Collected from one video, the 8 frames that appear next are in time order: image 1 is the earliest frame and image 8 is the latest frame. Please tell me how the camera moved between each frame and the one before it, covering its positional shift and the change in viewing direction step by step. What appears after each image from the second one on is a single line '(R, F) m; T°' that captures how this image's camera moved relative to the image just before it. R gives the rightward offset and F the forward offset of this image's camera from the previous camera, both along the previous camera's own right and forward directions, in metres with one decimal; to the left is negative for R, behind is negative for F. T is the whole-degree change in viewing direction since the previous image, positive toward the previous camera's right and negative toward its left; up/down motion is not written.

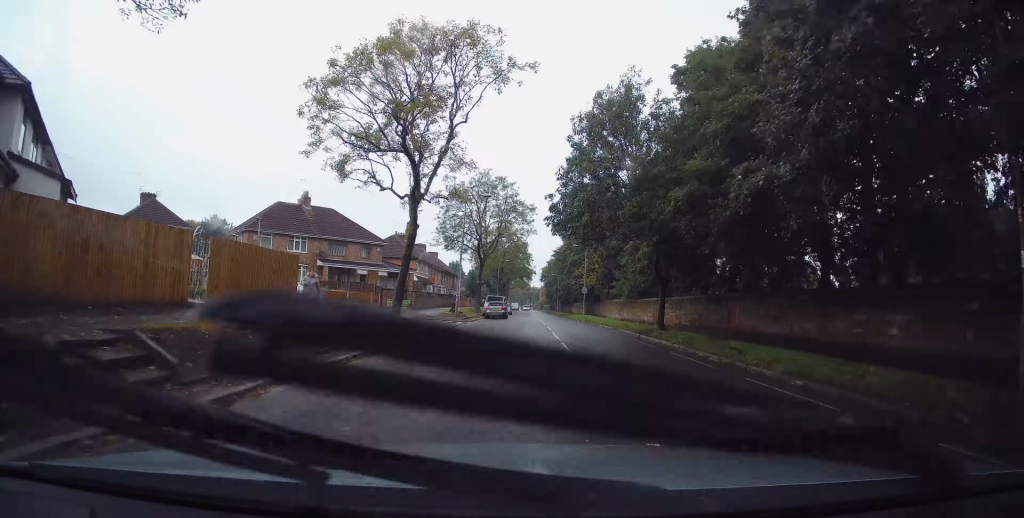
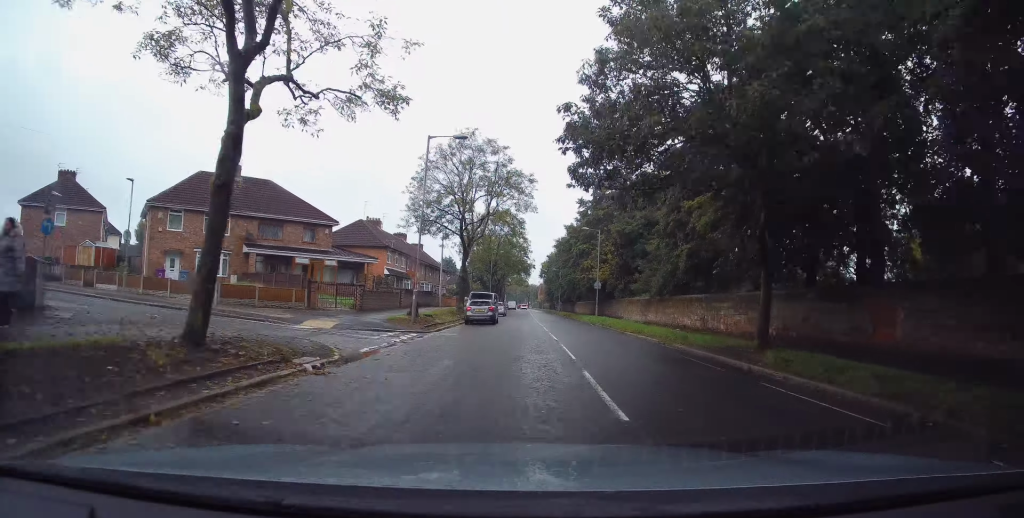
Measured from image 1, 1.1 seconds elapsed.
(0.0, +13.1) m; 0°
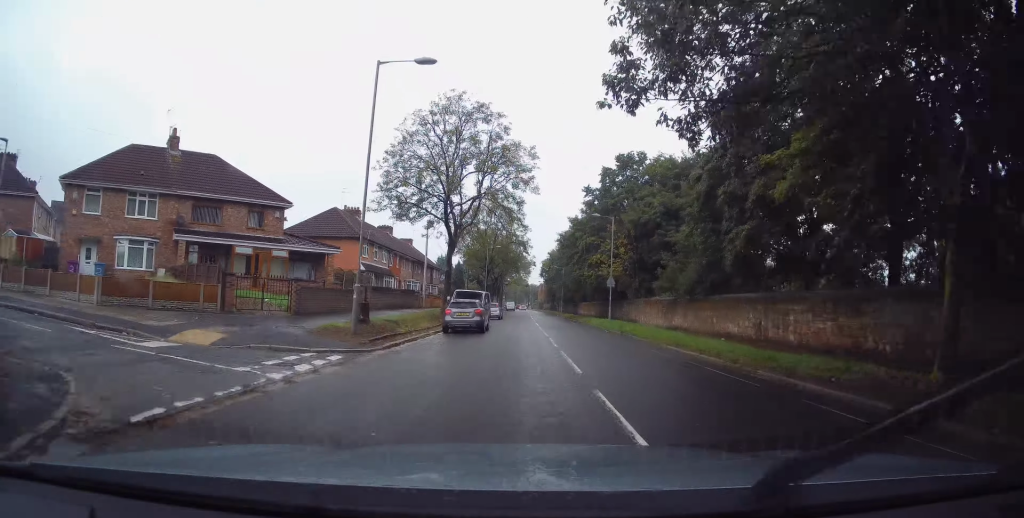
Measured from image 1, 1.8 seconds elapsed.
(0.0, +8.0) m; 0°
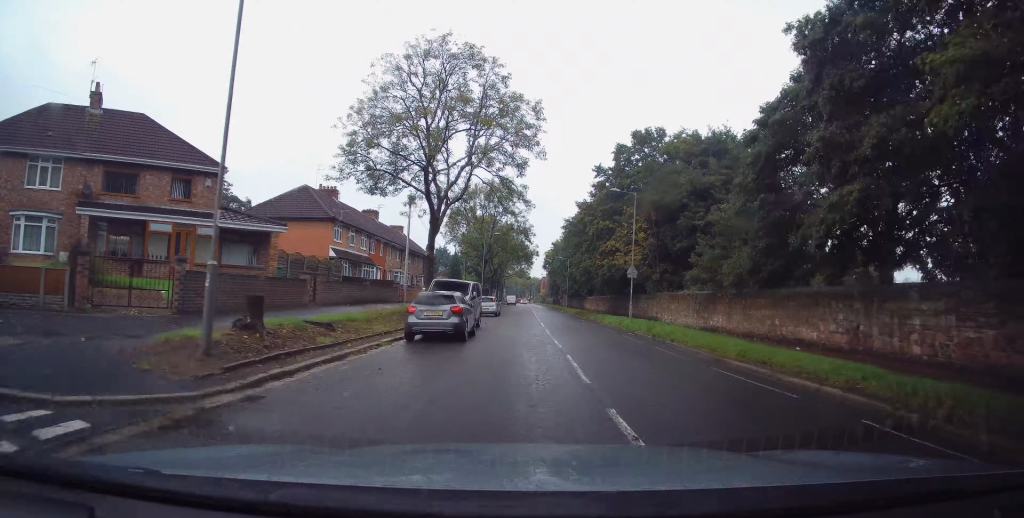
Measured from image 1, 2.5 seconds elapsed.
(0.0, +7.6) m; -1°
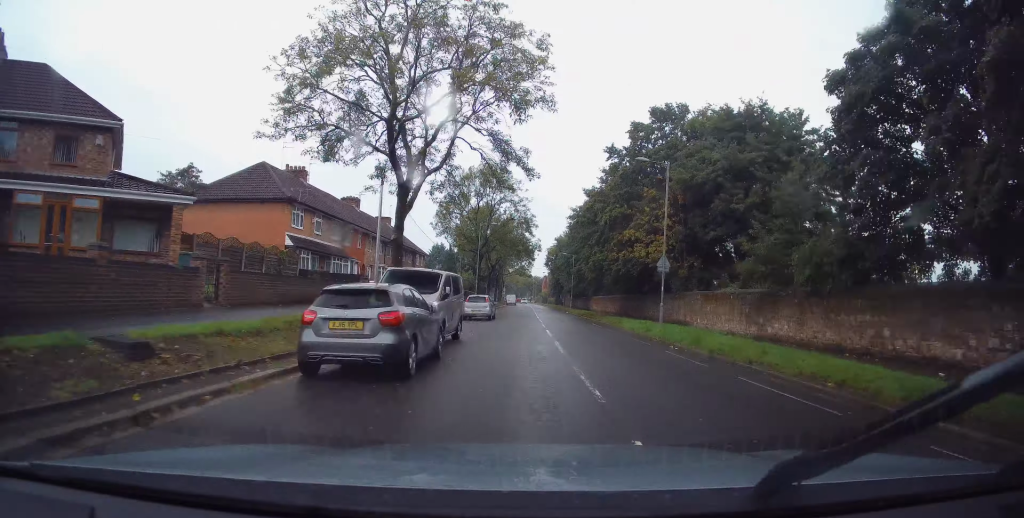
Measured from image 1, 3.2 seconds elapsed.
(-0.1, +7.6) m; 0°
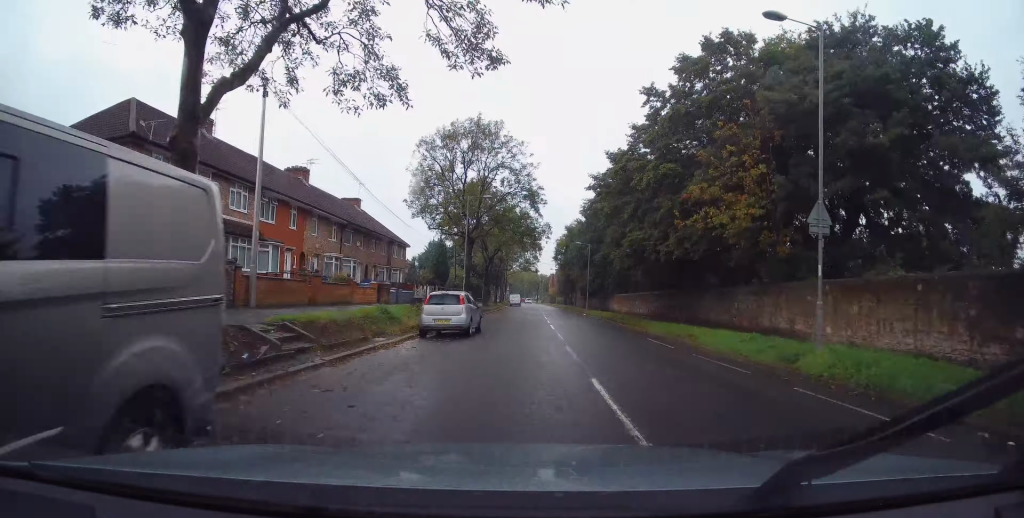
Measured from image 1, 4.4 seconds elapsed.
(+0.1, +14.3) m; +1°
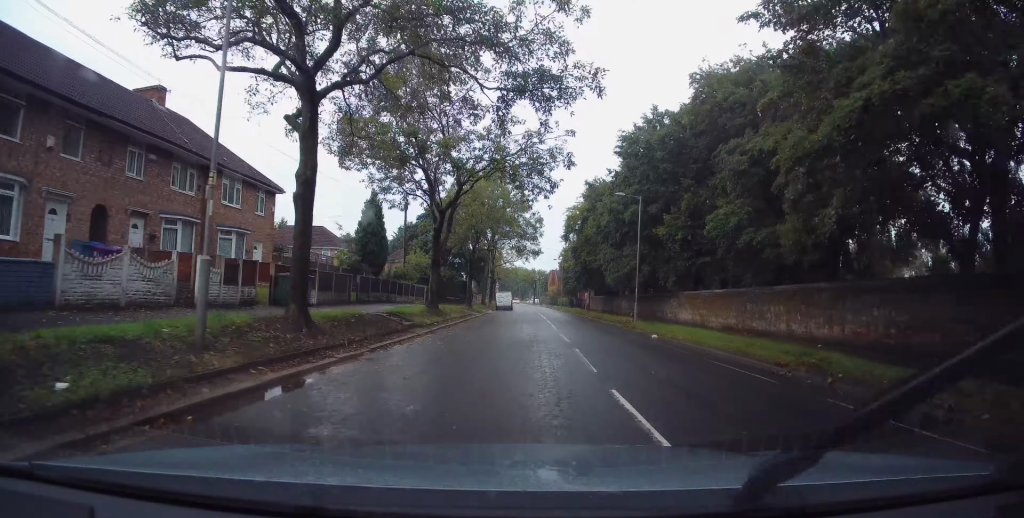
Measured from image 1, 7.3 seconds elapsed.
(-0.5, +30.5) m; -1°
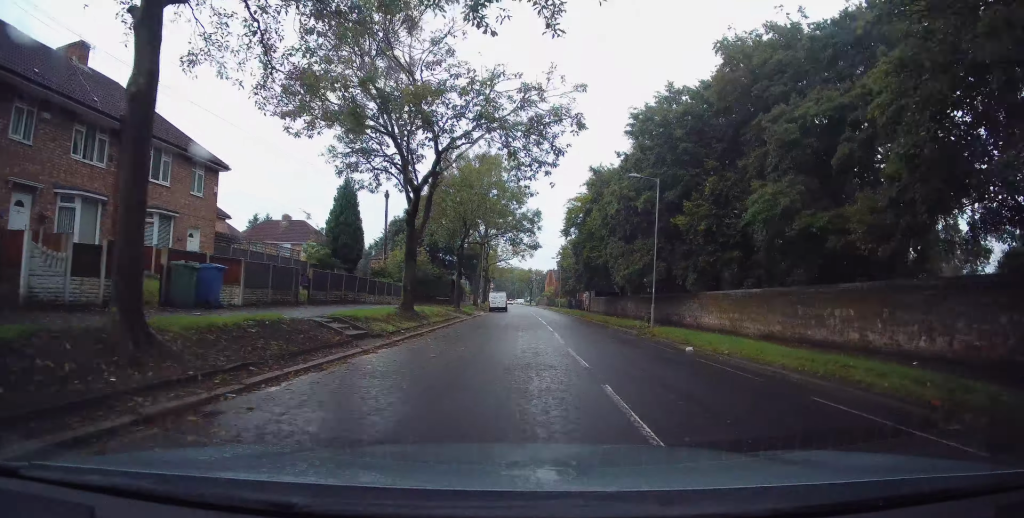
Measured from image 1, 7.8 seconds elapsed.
(+0.1, +5.6) m; +1°
